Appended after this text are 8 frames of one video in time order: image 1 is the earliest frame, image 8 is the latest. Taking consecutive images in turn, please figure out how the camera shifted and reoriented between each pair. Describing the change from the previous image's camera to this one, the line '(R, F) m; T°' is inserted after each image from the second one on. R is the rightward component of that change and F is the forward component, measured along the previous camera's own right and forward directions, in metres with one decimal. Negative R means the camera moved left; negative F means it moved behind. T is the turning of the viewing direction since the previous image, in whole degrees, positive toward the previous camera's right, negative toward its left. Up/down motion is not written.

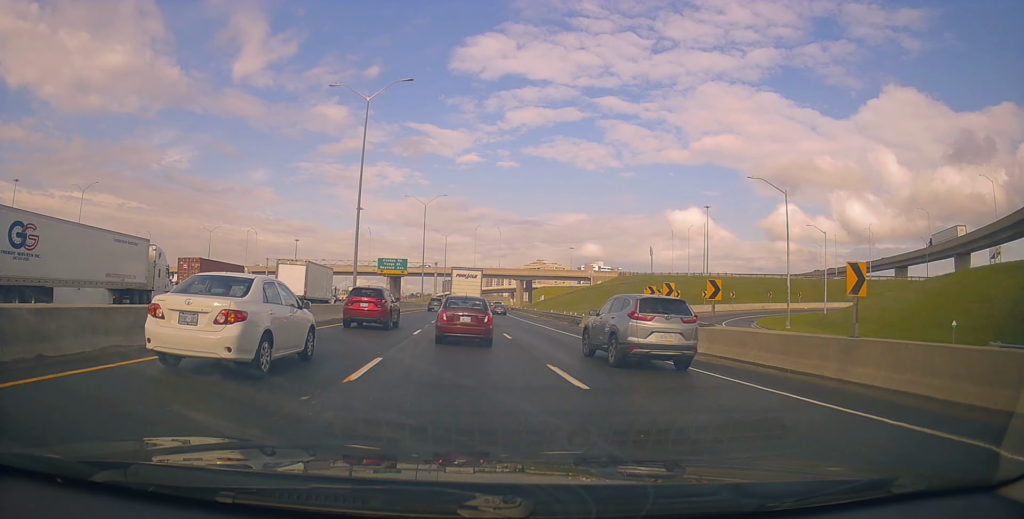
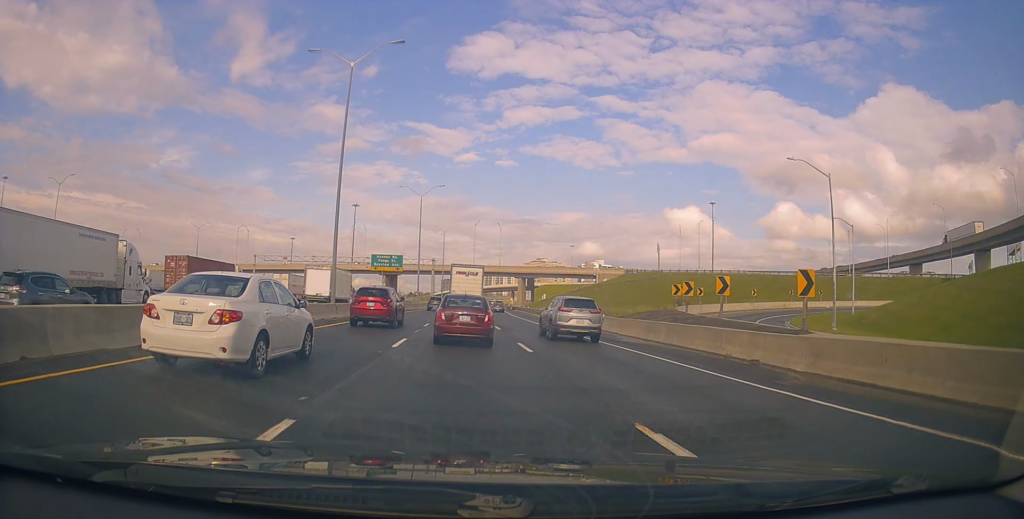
(+0.4, +7.0) m; 0°
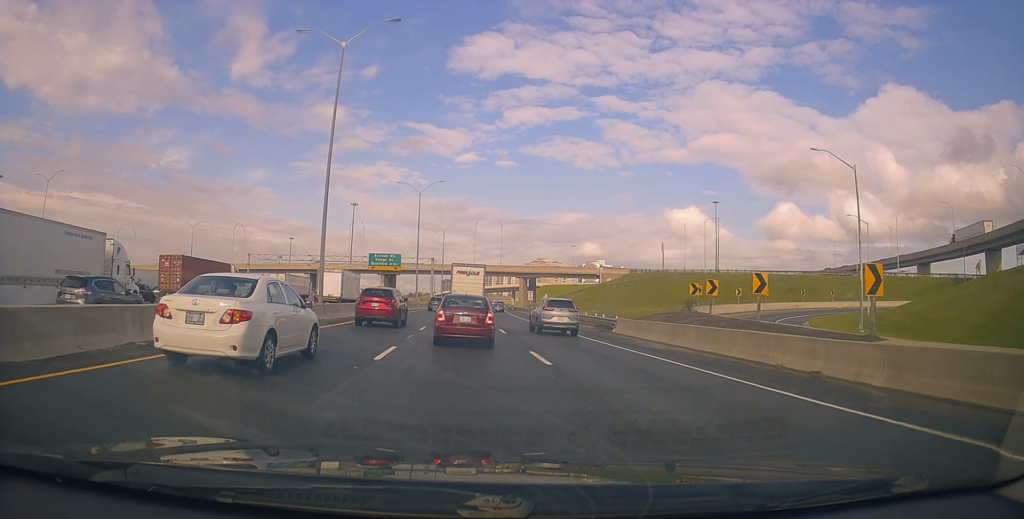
(-0.2, +3.3) m; -2°
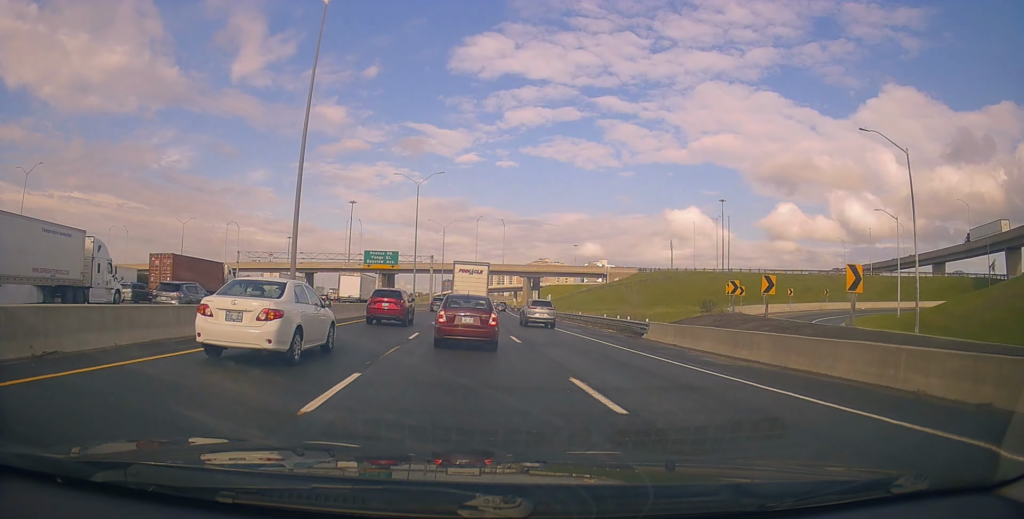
(-0.2, +5.8) m; -2°
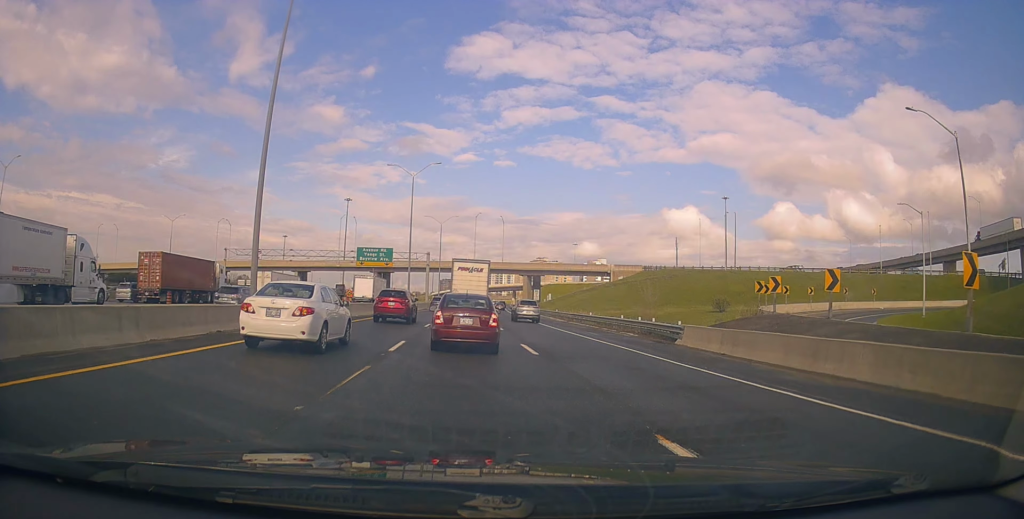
(-0.2, +5.0) m; +2°
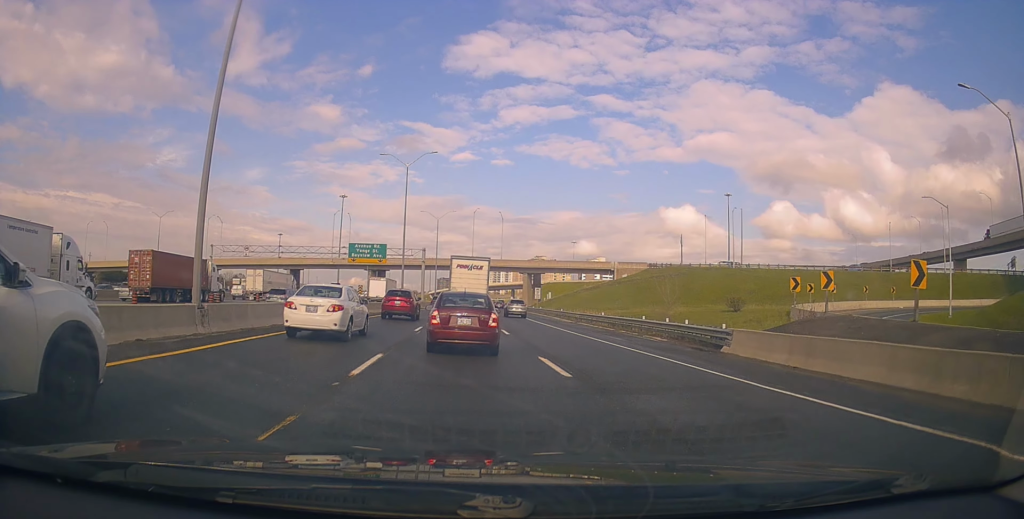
(+0.4, +4.4) m; -1°
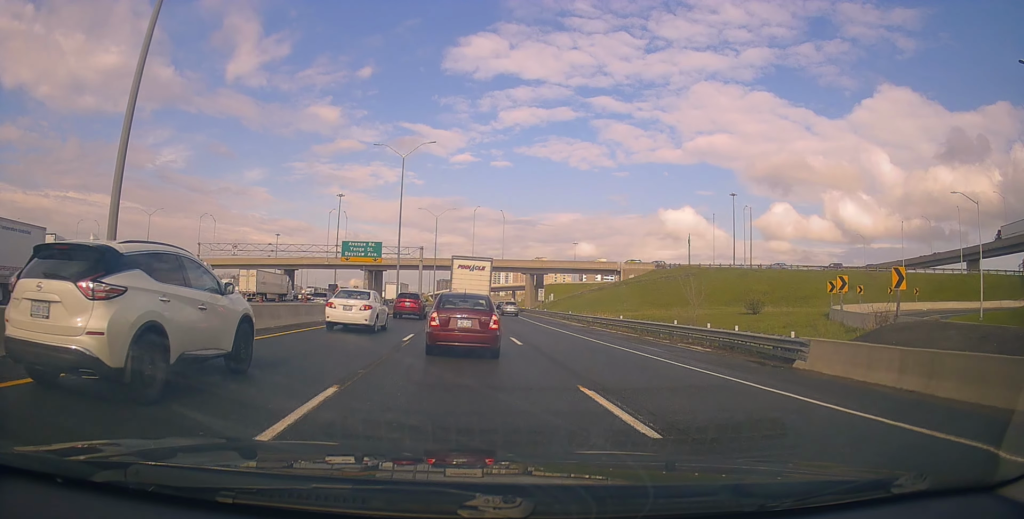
(-0.4, +4.5) m; -1°
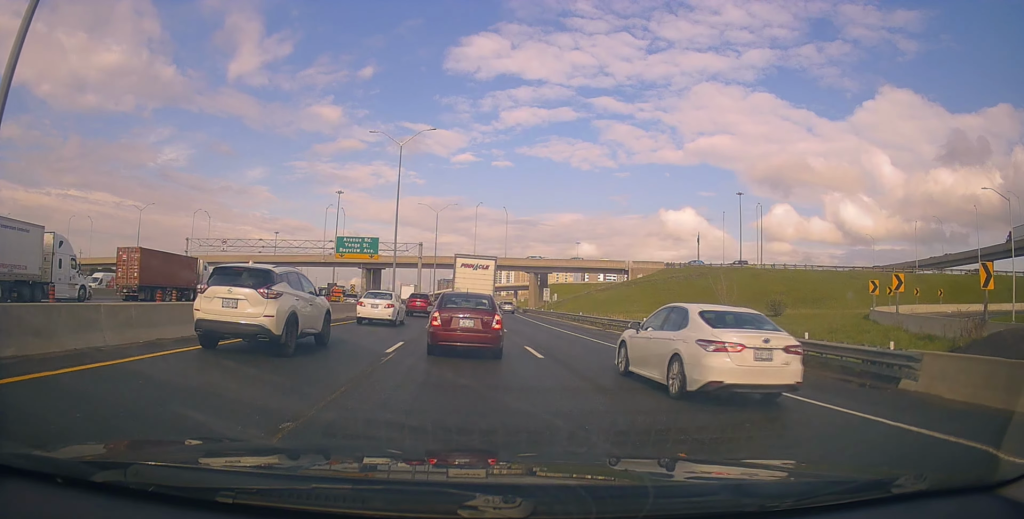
(+0.3, +4.1) m; -1°
